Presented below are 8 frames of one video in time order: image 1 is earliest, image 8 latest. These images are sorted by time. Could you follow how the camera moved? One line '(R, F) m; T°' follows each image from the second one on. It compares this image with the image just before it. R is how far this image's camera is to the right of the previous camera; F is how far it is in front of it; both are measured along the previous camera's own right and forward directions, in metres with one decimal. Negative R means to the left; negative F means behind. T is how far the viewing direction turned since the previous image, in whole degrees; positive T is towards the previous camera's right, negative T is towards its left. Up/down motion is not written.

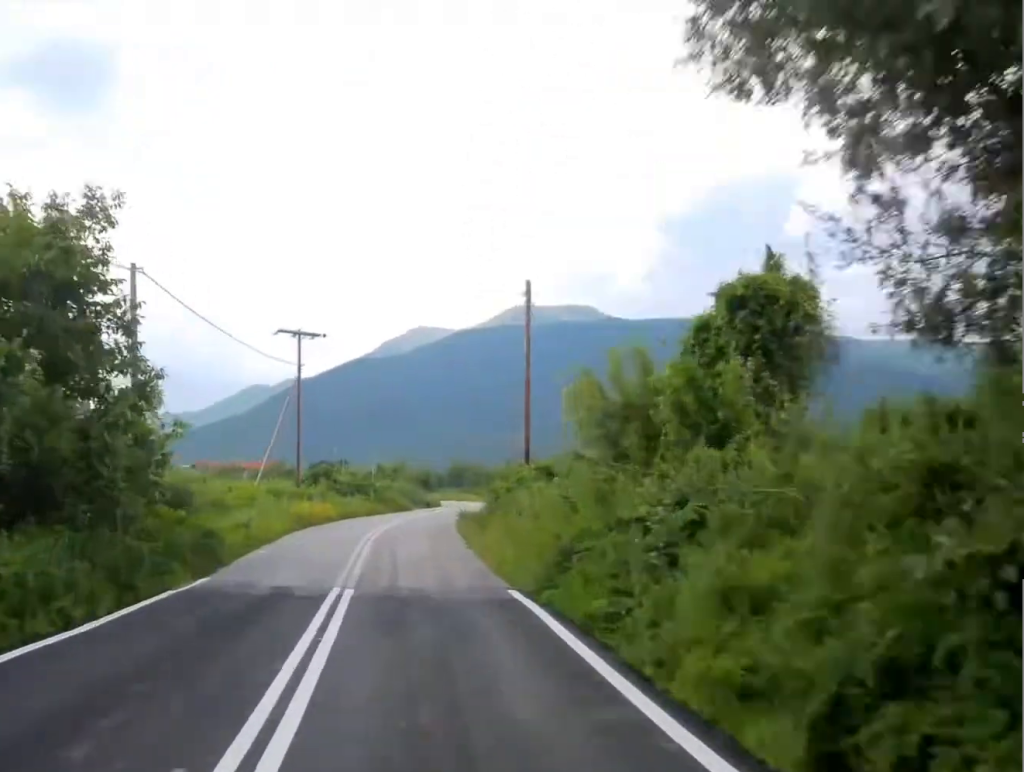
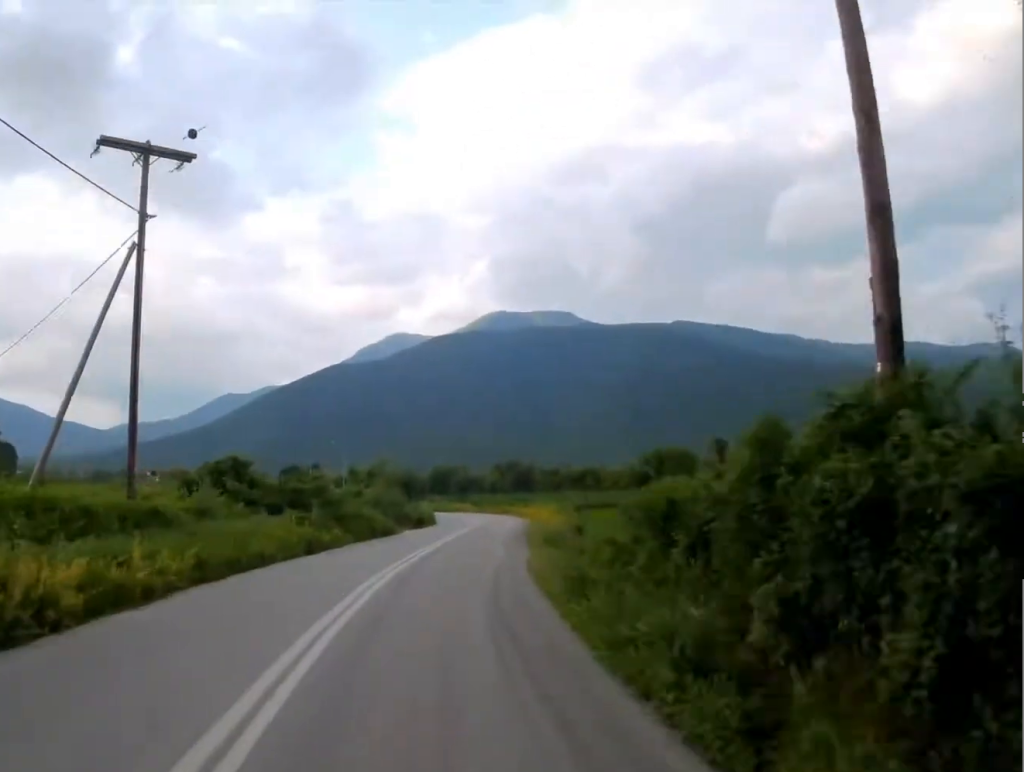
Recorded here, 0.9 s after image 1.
(+1.0, +29.5) m; +4°
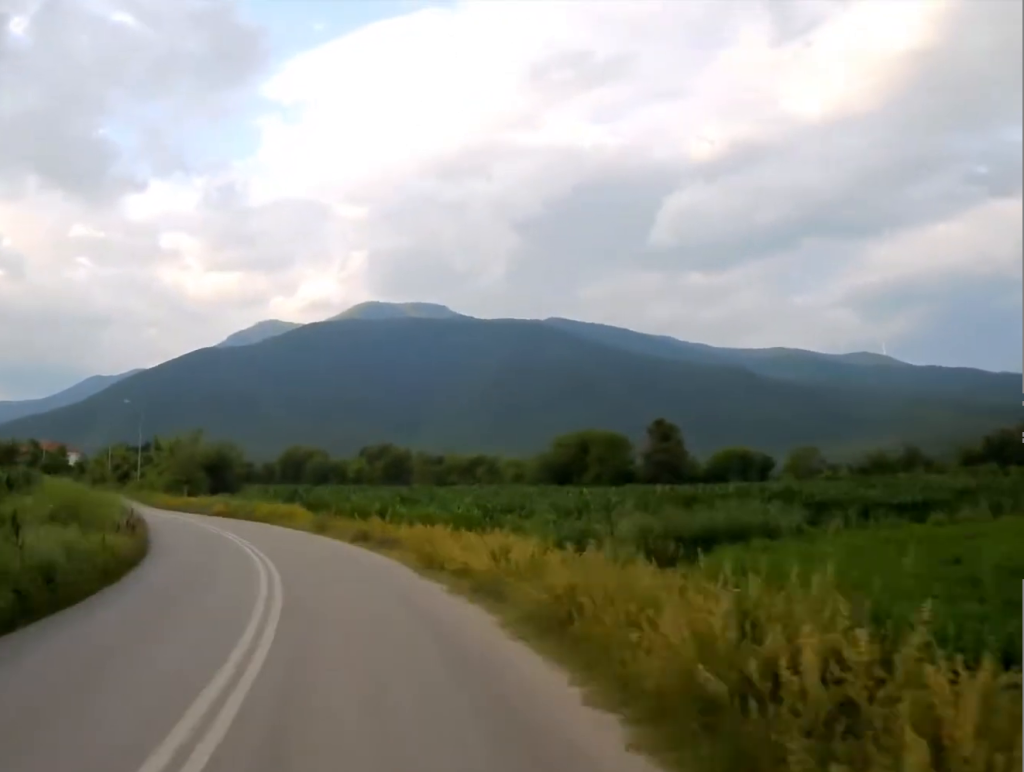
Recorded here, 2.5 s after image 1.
(+2.4, +49.2) m; +2°
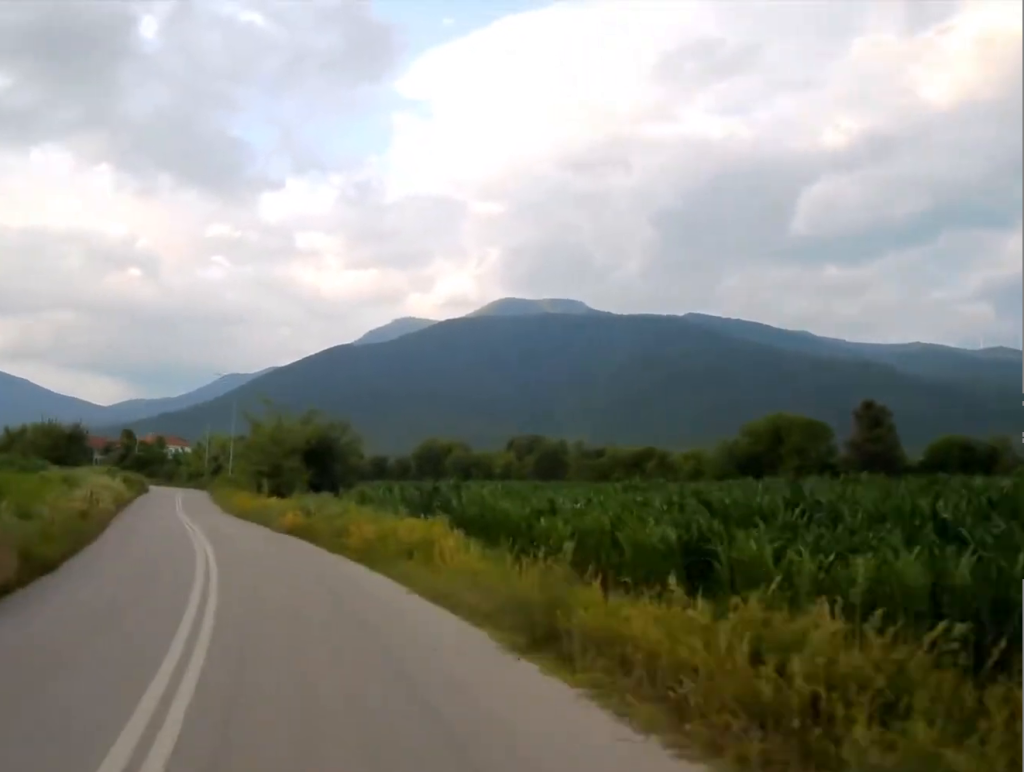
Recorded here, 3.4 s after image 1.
(-0.8, +23.6) m; -8°
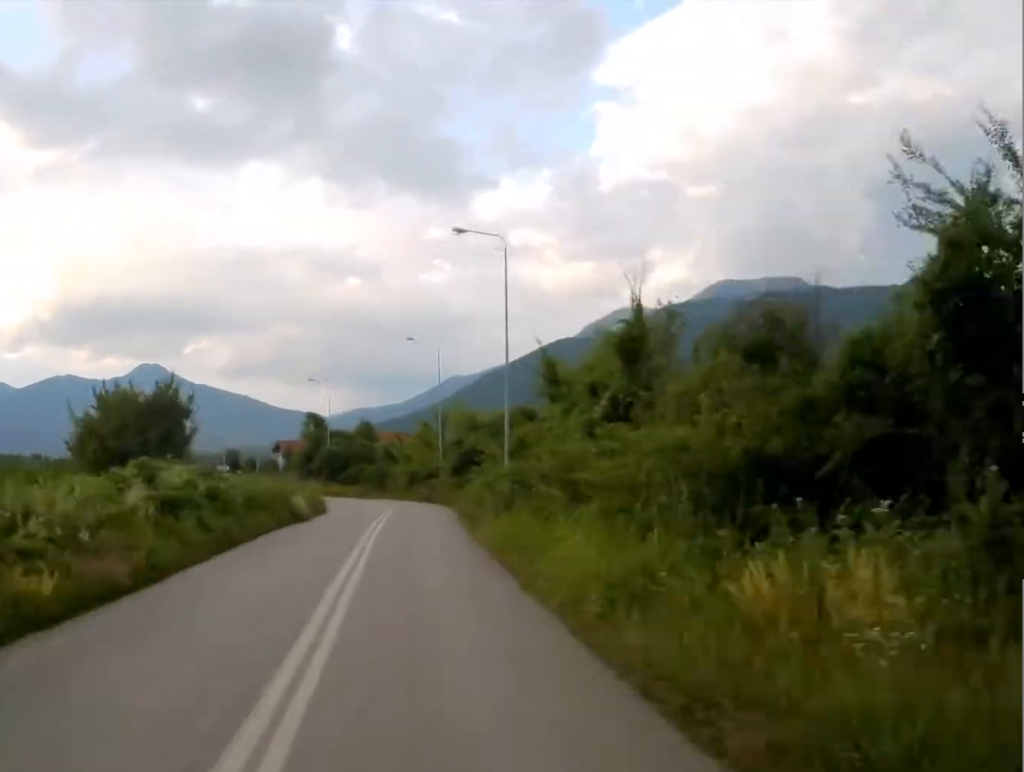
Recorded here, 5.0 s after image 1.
(-6.2, +43.8) m; -10°
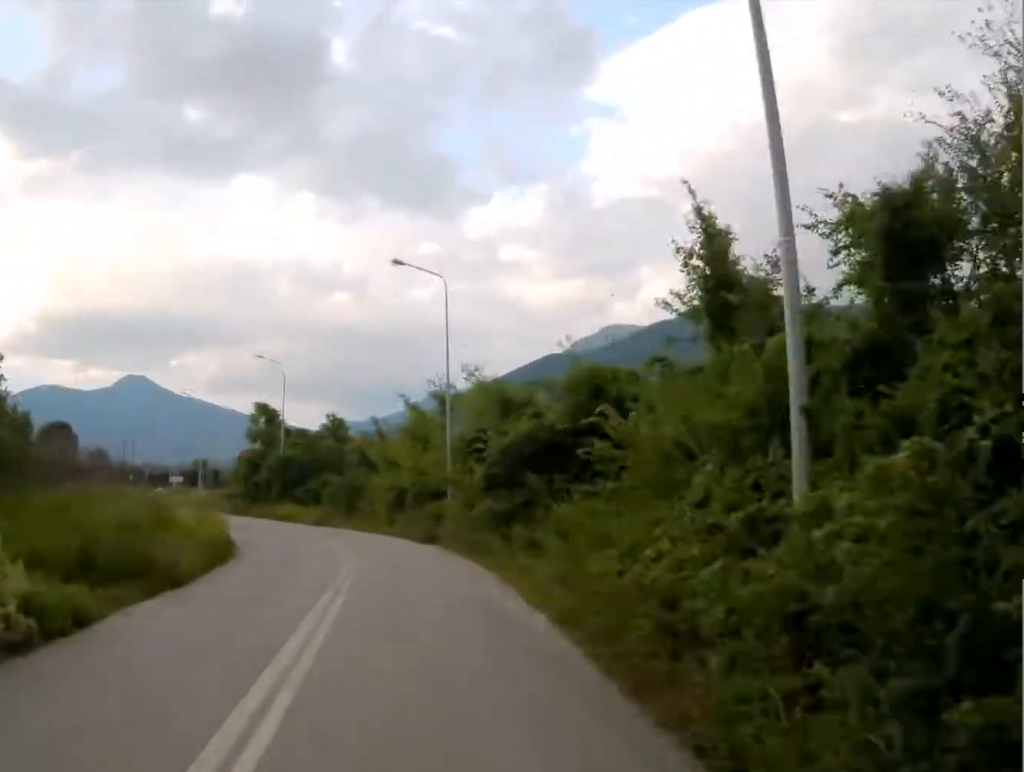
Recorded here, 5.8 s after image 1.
(-0.2, +22.5) m; -2°
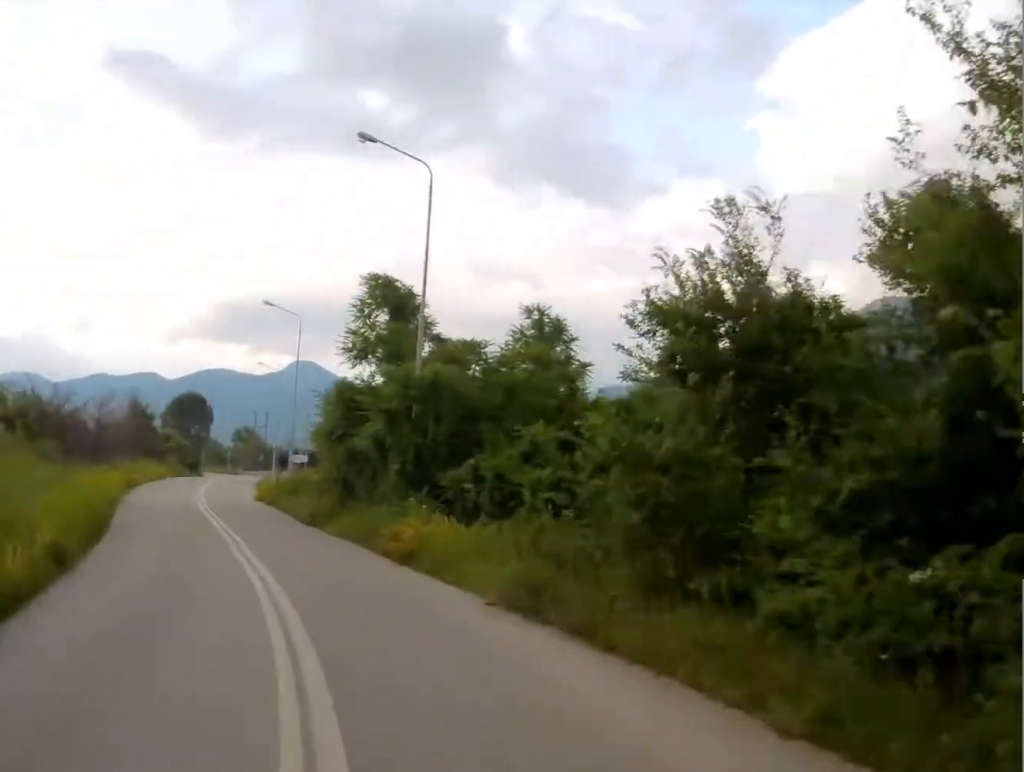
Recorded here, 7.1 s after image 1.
(-1.9, +35.3) m; -9°
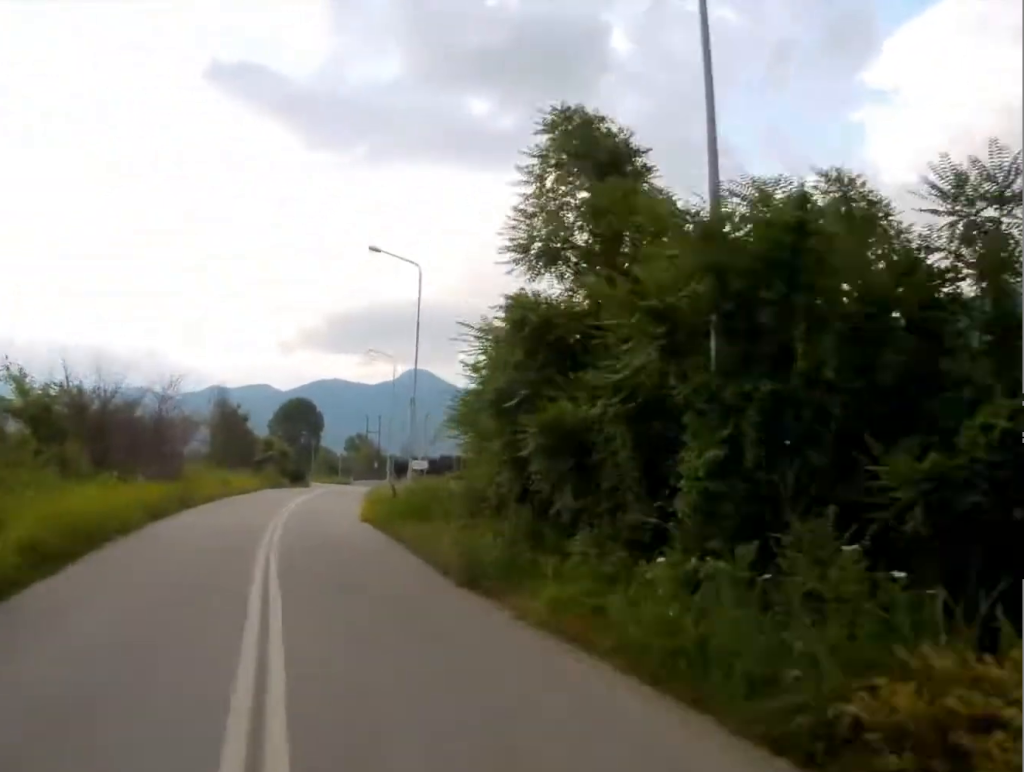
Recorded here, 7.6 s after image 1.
(-0.2, +12.8) m; -4°
